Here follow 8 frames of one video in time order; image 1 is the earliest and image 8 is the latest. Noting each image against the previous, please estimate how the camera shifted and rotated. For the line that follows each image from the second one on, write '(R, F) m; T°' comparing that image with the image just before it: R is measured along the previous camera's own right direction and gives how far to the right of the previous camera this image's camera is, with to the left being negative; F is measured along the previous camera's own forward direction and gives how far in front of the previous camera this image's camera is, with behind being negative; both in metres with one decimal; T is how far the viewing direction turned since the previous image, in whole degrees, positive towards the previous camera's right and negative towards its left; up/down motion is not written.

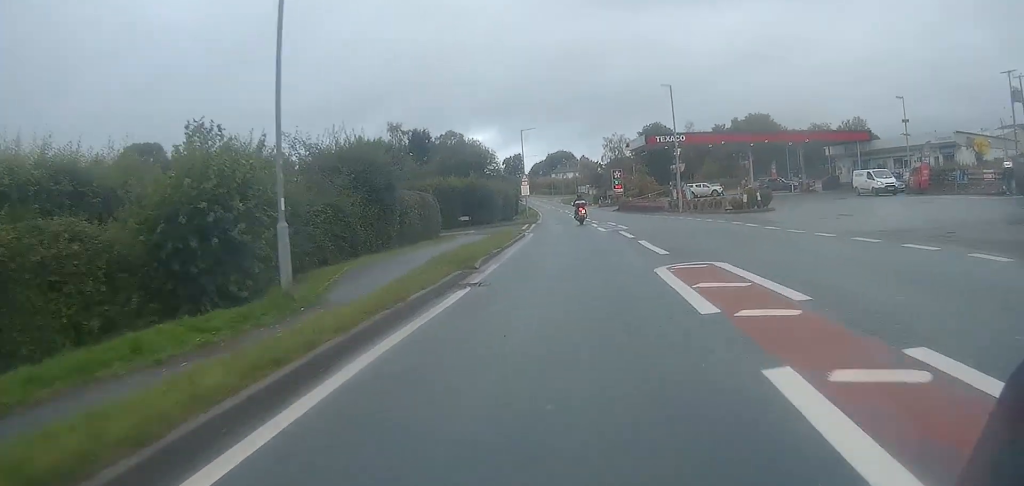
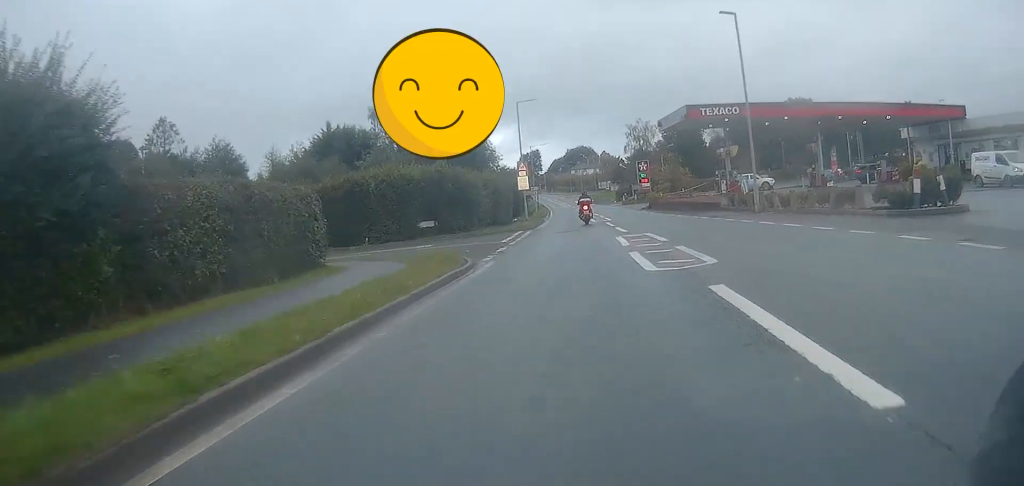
(-0.3, +14.6) m; -2°
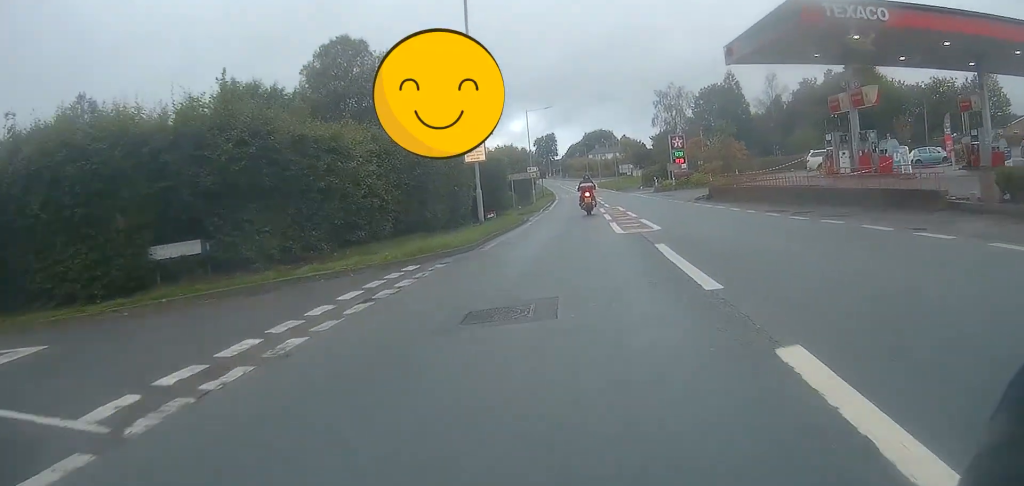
(-0.3, +20.0) m; -3°
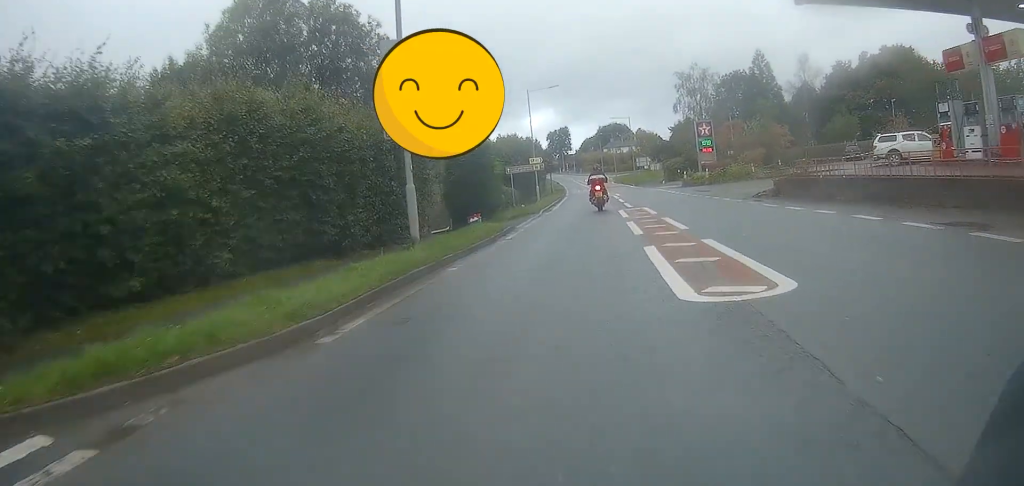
(-0.2, +8.2) m; 0°
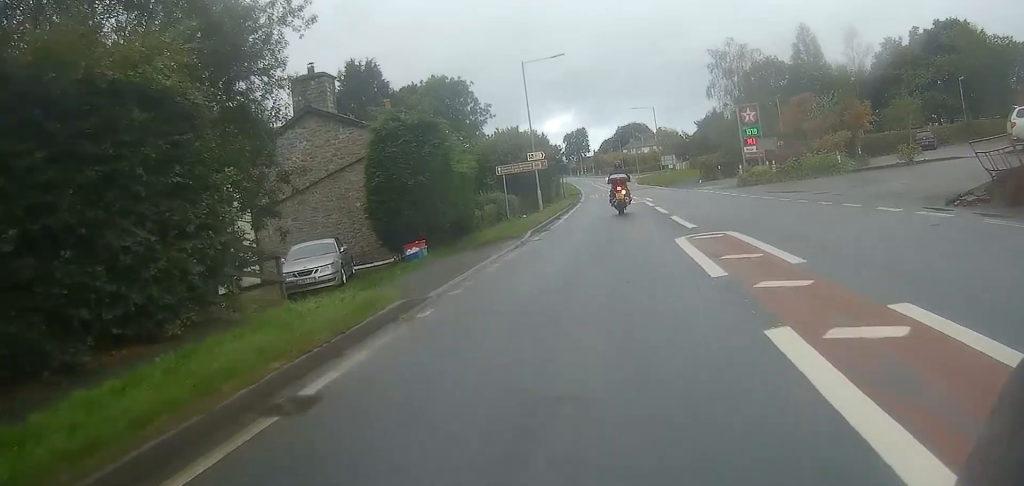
(+0.3, +11.0) m; +3°
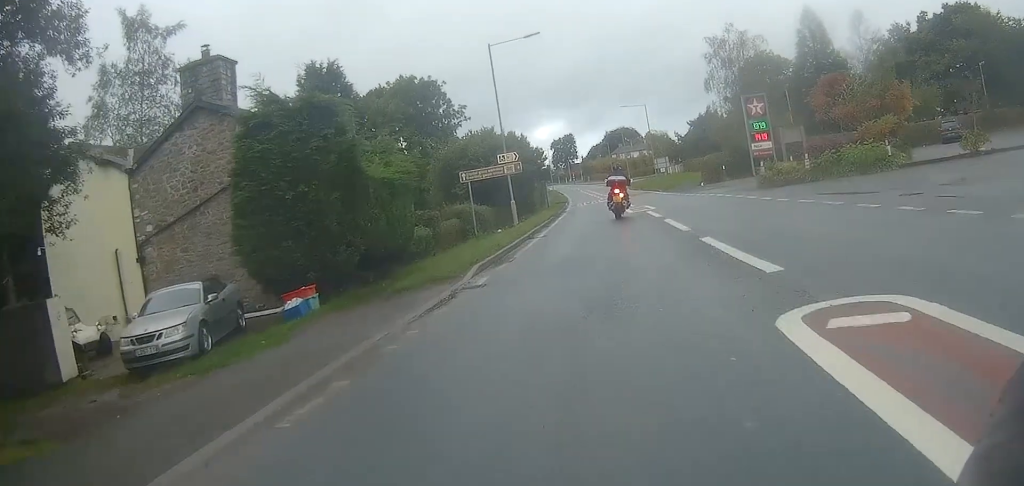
(+0.1, +5.6) m; +3°
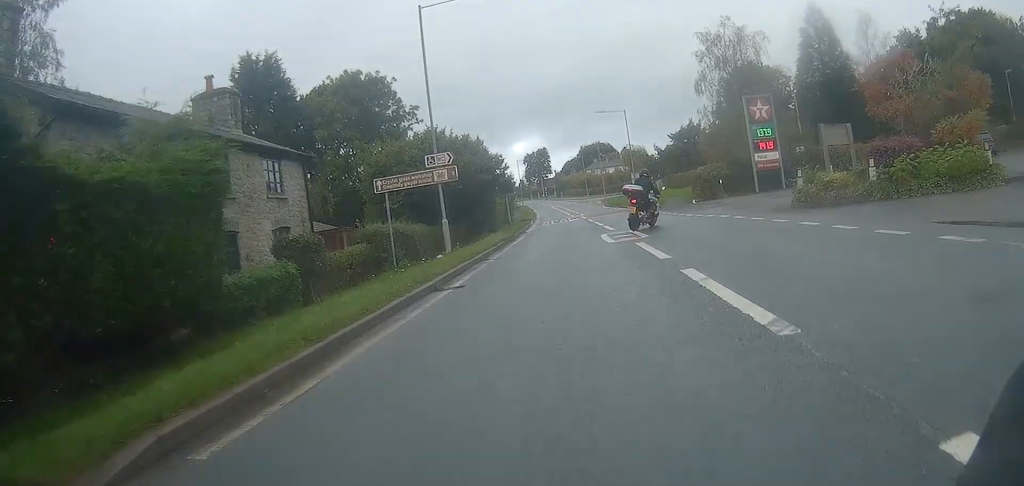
(+0.1, +7.1) m; -1°
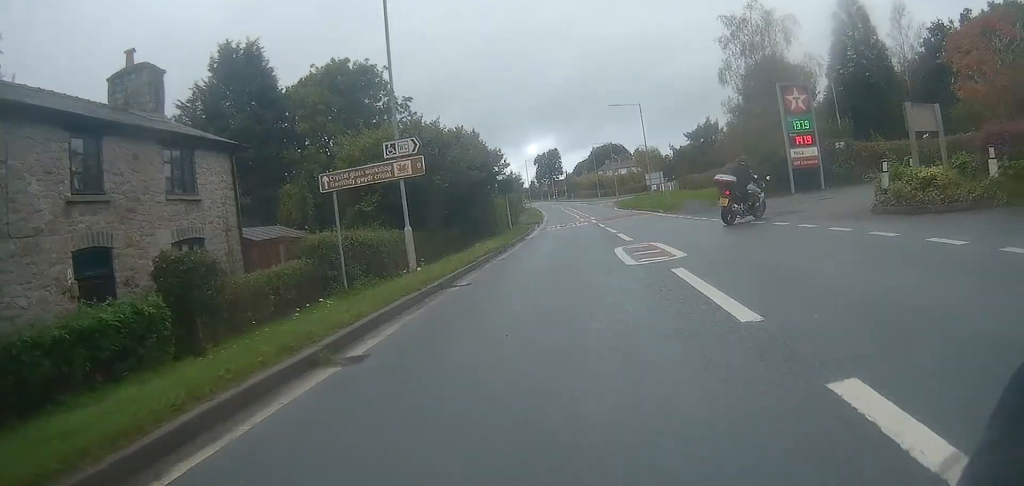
(-0.2, +4.6) m; -1°
